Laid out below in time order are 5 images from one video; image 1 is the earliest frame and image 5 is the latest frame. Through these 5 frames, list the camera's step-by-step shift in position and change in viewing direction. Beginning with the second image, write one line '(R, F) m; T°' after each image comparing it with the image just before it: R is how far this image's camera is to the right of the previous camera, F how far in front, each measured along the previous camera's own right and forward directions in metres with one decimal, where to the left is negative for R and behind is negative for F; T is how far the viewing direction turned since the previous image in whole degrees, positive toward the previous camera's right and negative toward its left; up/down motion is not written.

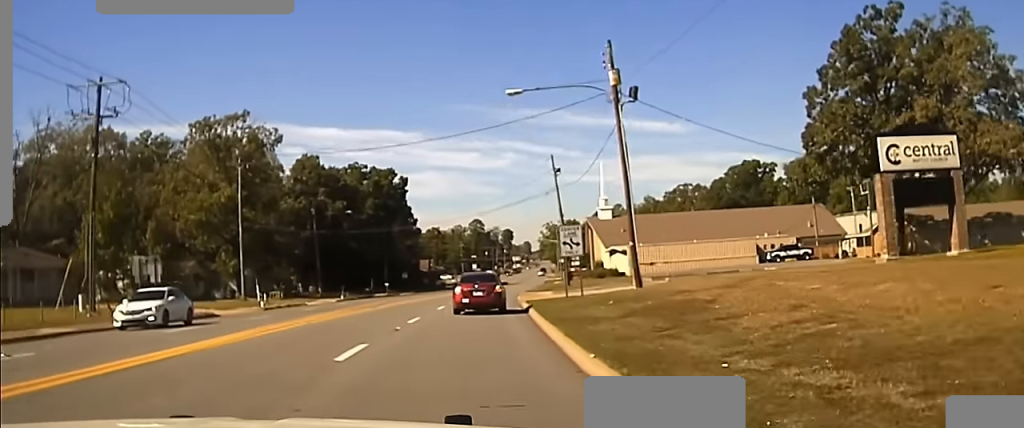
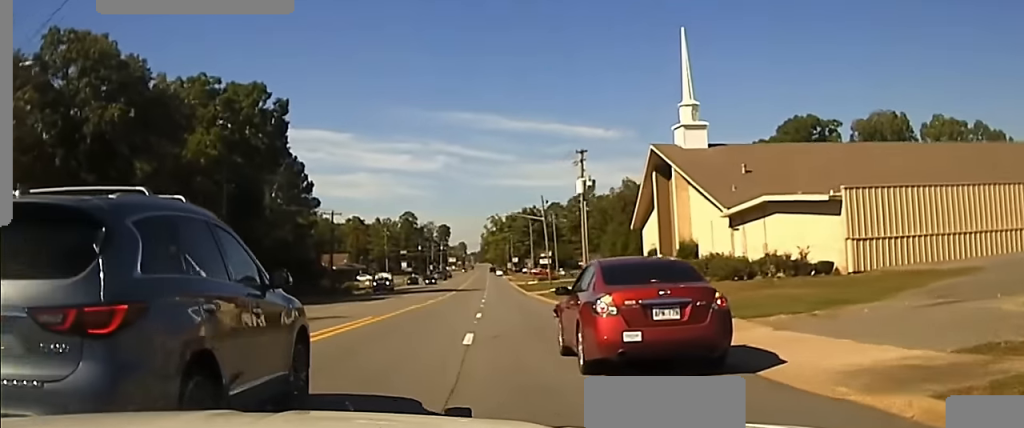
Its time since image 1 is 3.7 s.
(+3.0, +70.5) m; +4°
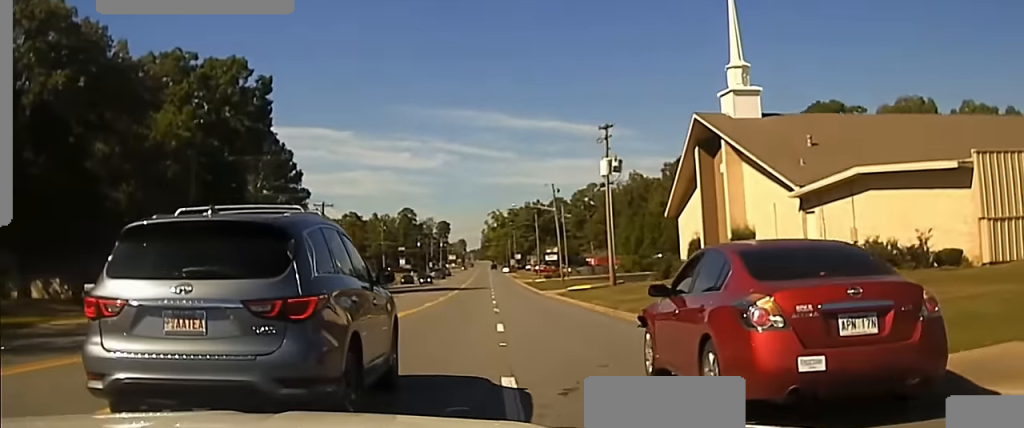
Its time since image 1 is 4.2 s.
(0.0, +9.0) m; +1°
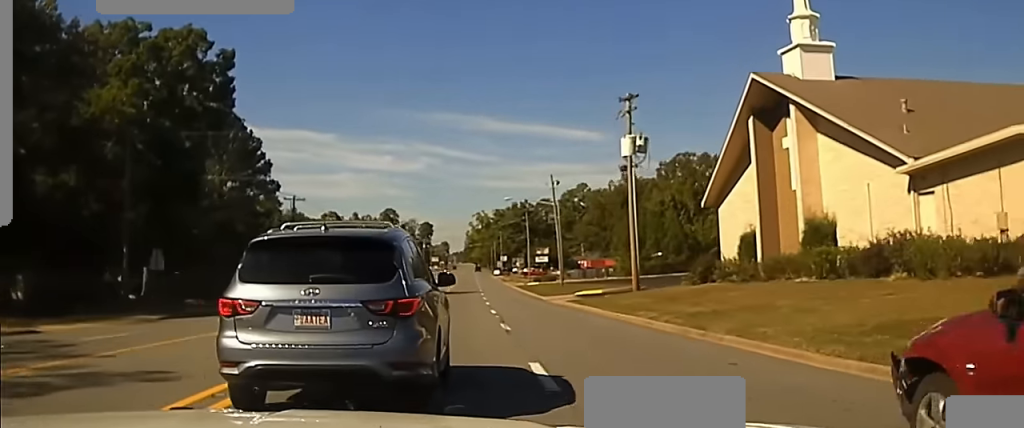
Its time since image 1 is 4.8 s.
(-0.1, +10.1) m; +1°
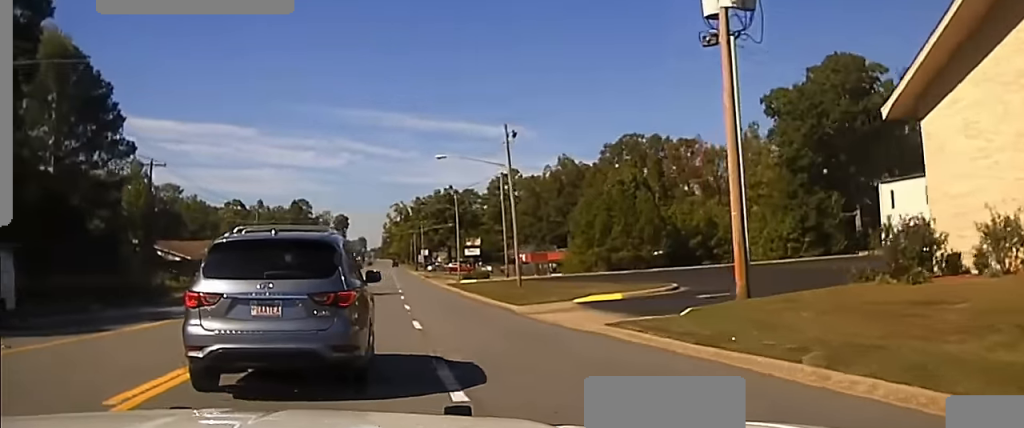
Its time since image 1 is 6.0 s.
(+0.8, +24.5) m; +3°
